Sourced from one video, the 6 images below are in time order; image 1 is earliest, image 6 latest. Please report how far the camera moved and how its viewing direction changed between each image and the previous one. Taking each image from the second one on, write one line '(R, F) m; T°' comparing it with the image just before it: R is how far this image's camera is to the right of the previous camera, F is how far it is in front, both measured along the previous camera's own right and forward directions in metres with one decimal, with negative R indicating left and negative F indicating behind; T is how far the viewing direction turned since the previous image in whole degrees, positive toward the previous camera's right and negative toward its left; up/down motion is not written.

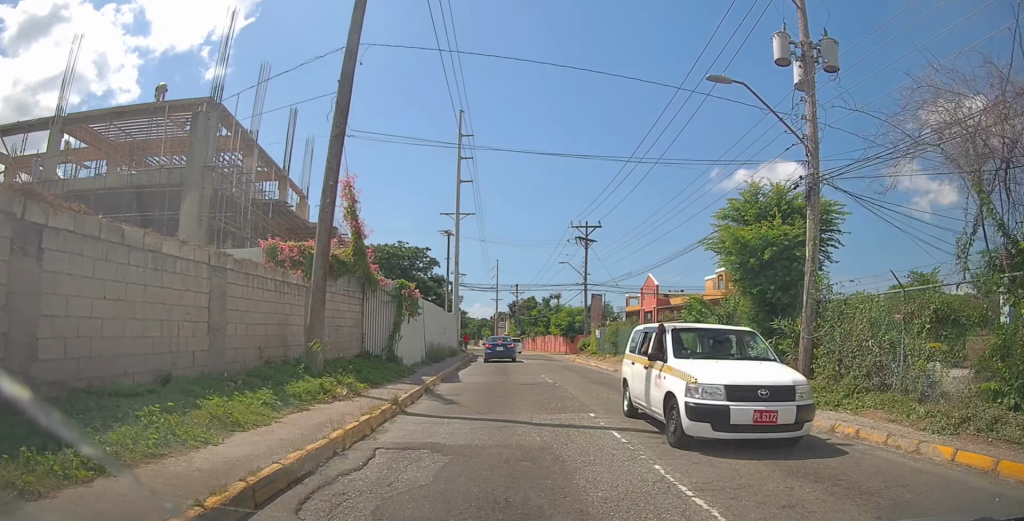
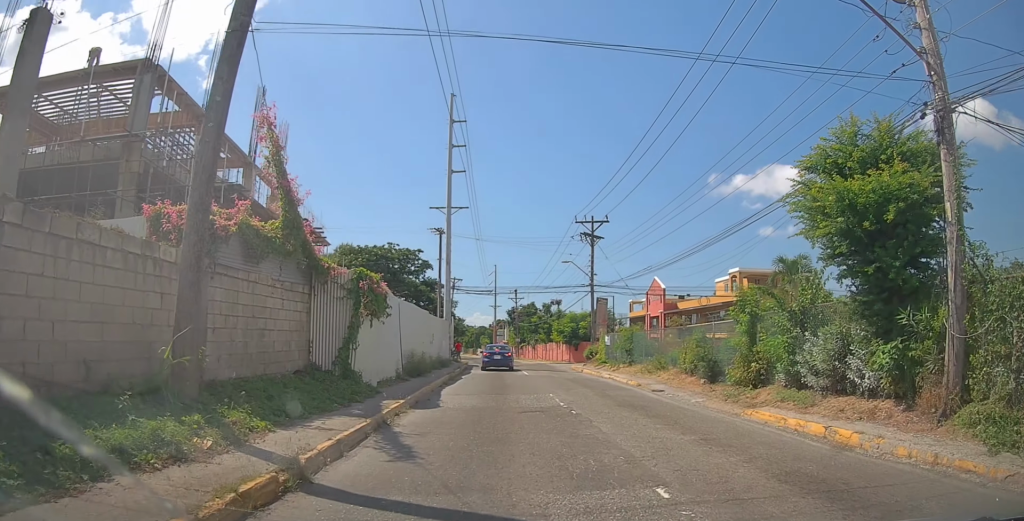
(+0.1, +4.6) m; -1°
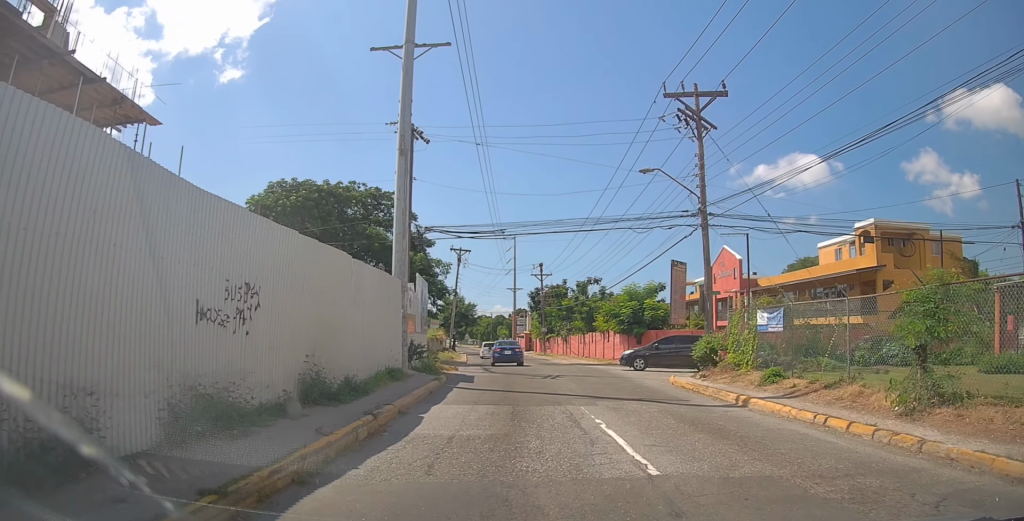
(-0.2, +21.2) m; -2°
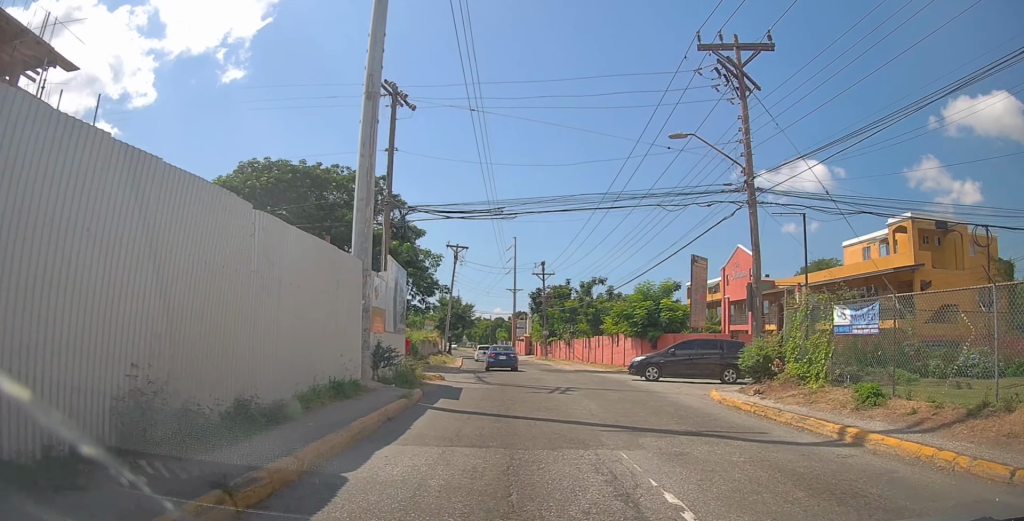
(-0.2, +4.2) m; -1°
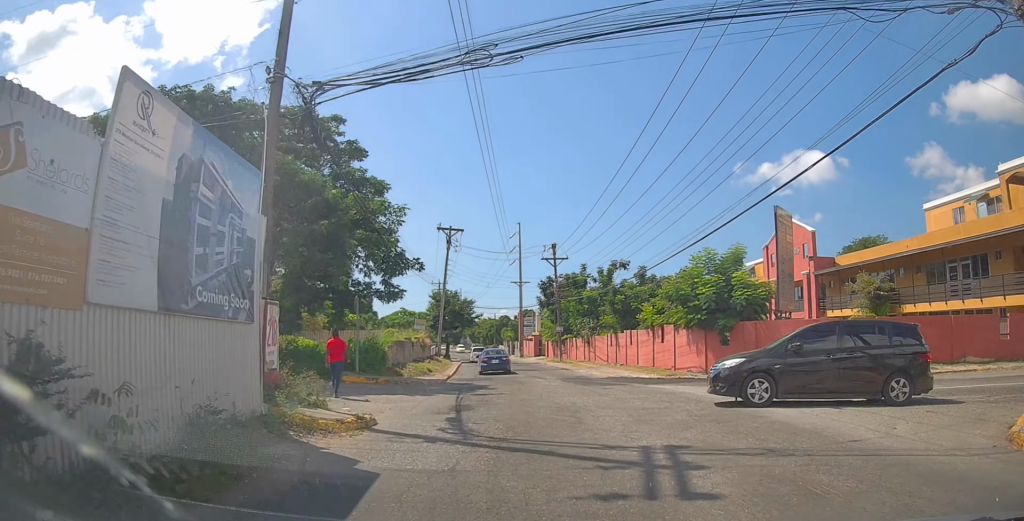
(-0.1, +10.2) m; +2°
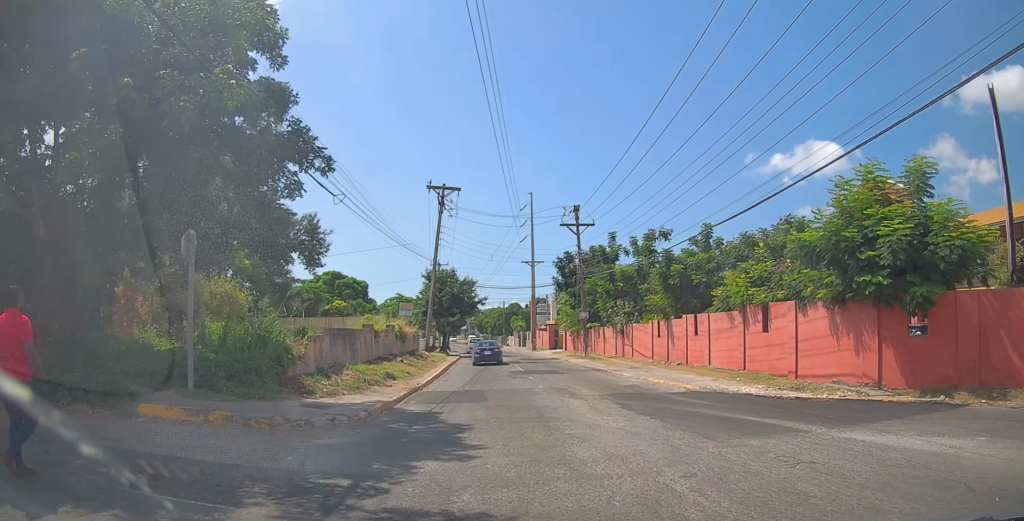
(+0.4, +11.3) m; 0°
